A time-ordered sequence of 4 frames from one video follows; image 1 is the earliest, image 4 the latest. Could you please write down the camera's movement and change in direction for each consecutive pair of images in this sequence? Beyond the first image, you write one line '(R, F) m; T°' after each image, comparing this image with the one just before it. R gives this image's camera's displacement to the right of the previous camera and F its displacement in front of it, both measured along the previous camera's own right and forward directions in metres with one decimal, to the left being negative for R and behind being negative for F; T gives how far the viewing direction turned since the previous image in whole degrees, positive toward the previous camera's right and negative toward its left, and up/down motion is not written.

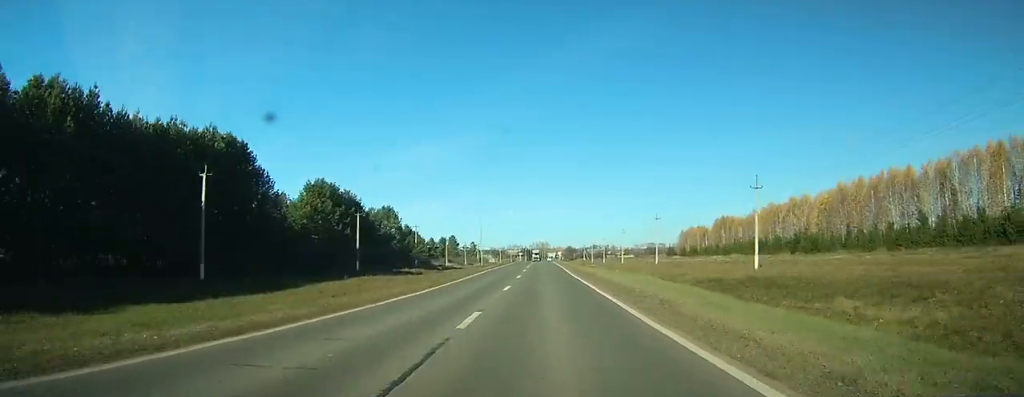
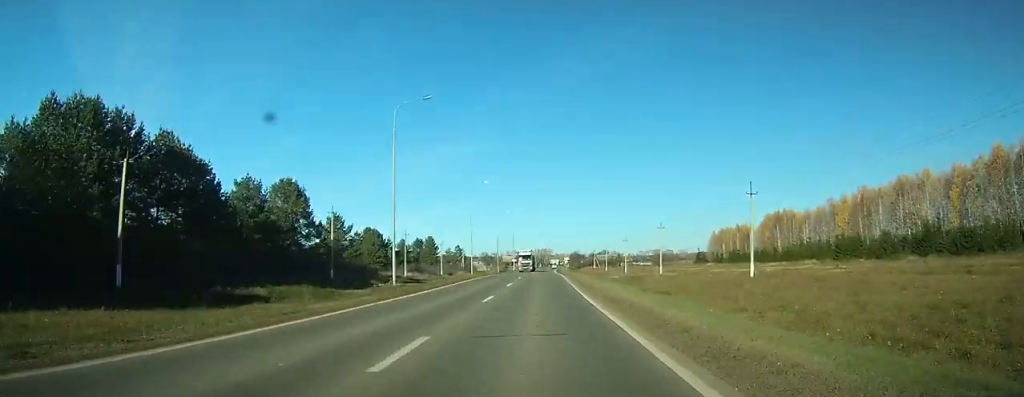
(0.0, +52.7) m; 0°
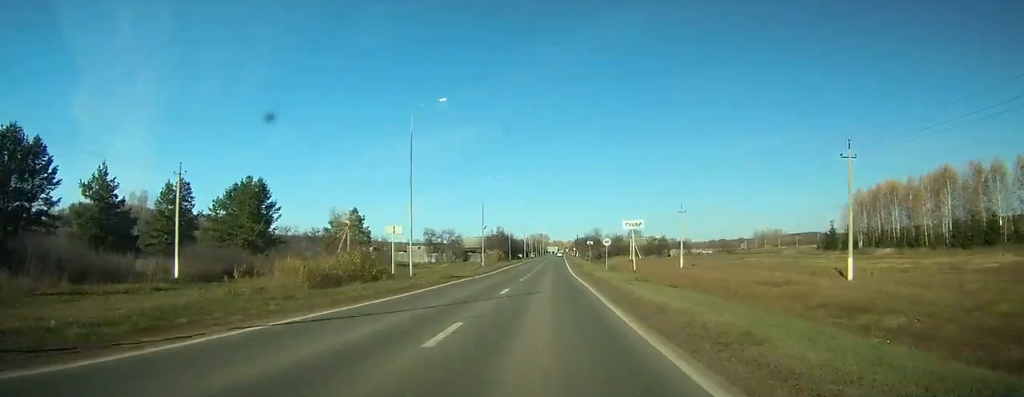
(+0.1, +120.6) m; 0°
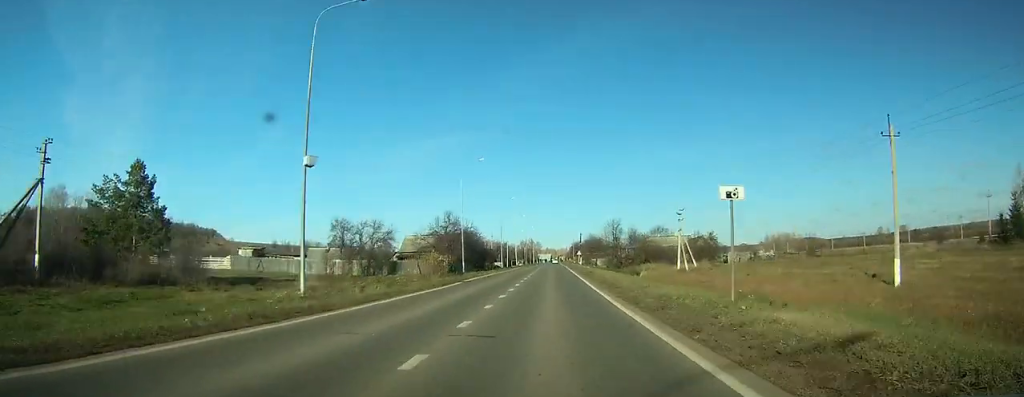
(+0.3, +57.2) m; +1°
